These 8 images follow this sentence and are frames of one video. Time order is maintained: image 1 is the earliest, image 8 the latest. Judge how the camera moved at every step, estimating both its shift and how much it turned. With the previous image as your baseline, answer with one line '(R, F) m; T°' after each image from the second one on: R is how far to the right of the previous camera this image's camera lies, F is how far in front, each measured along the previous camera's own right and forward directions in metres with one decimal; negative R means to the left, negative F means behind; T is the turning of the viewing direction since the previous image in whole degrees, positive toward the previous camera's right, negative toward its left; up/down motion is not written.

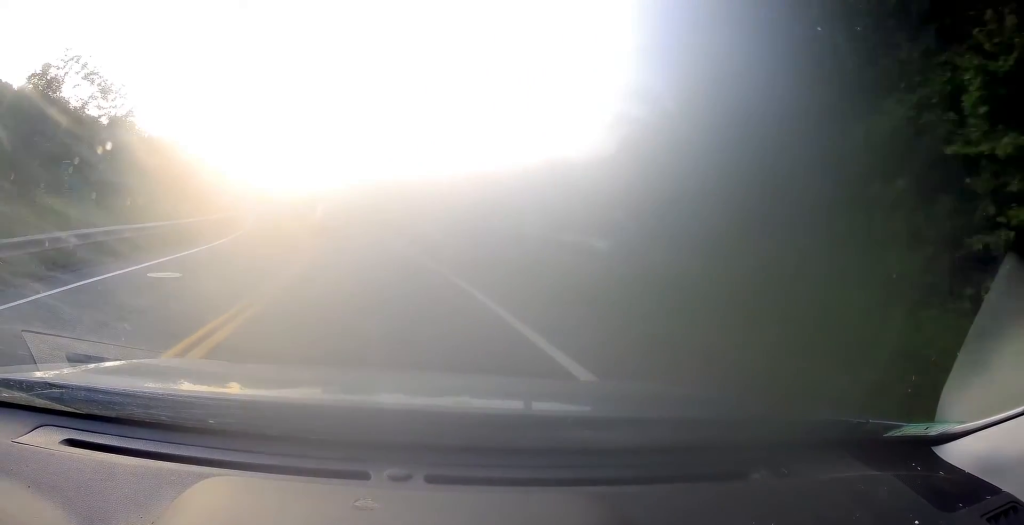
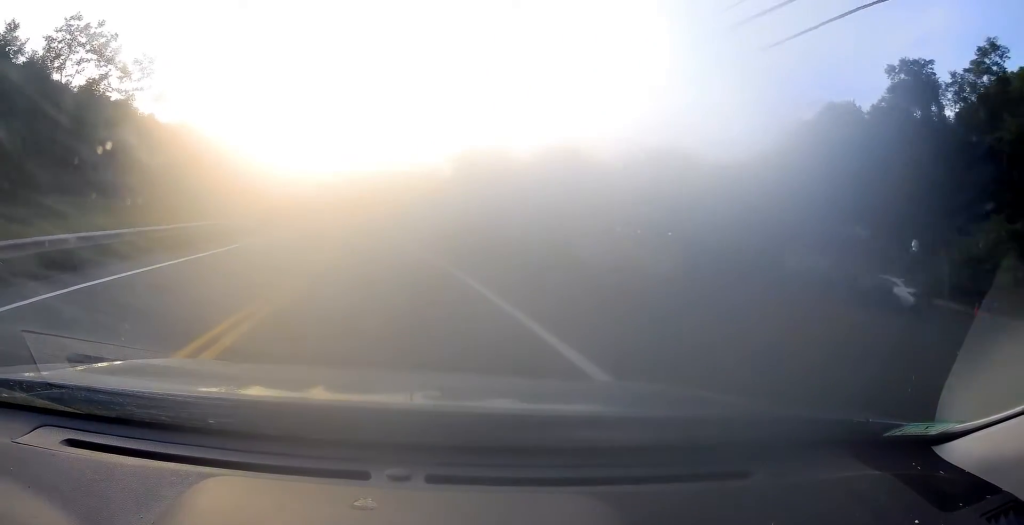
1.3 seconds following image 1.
(-1.6, +23.5) m; -8°
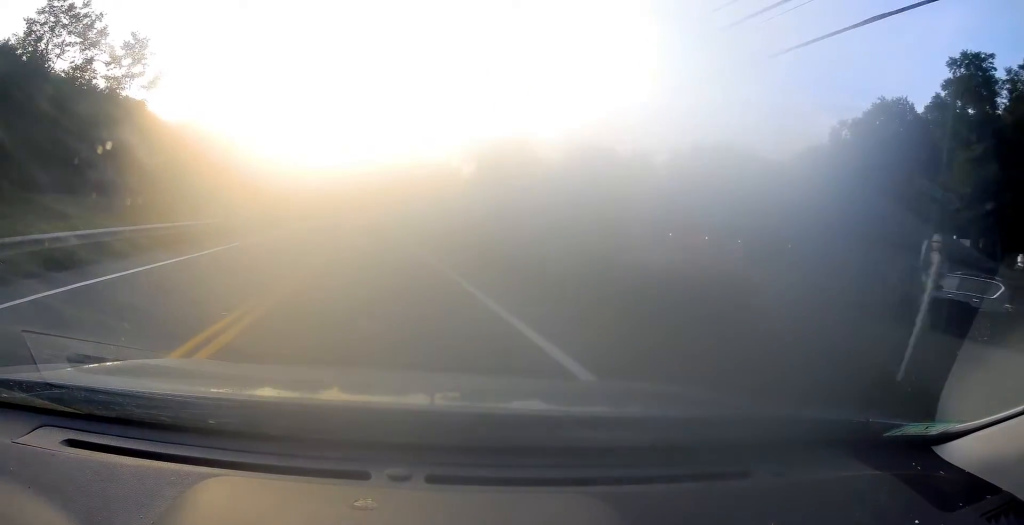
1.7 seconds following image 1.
(0.0, +8.7) m; -3°
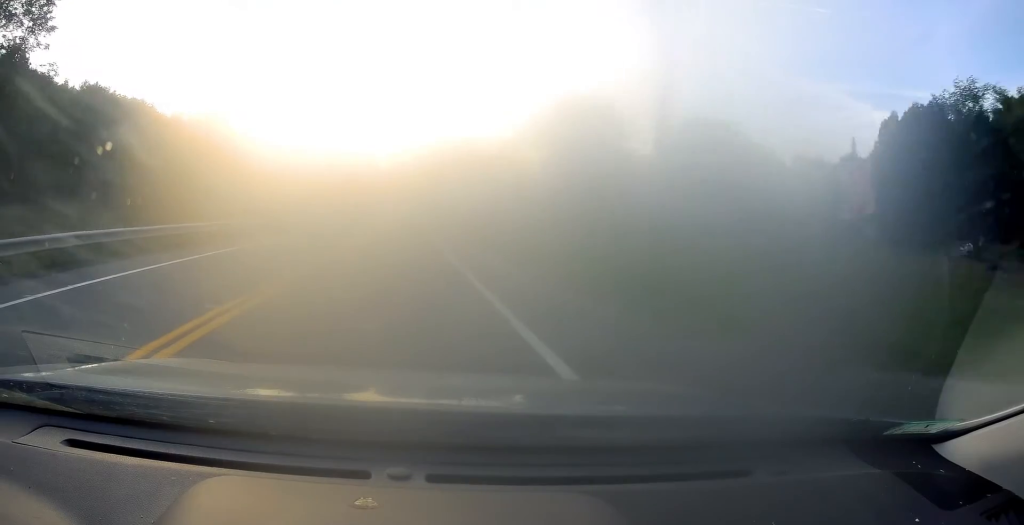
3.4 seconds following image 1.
(-1.8, +31.9) m; -4°
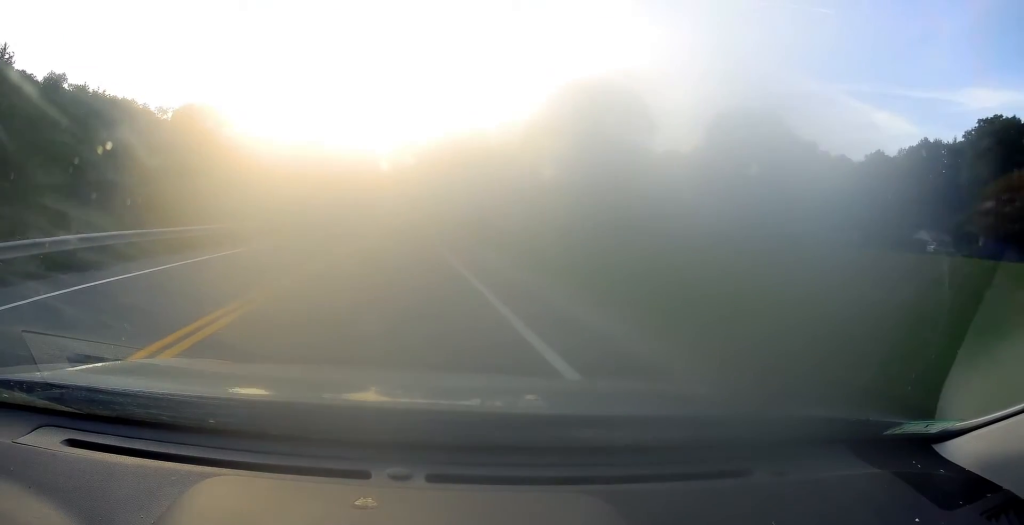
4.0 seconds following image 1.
(0.0, +10.7) m; 0°
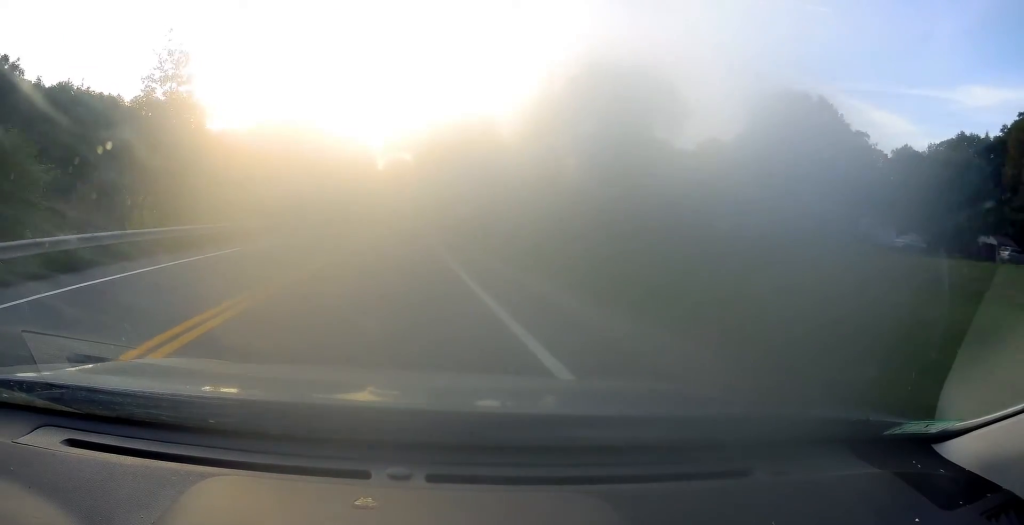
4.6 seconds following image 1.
(0.0, +11.3) m; 0°
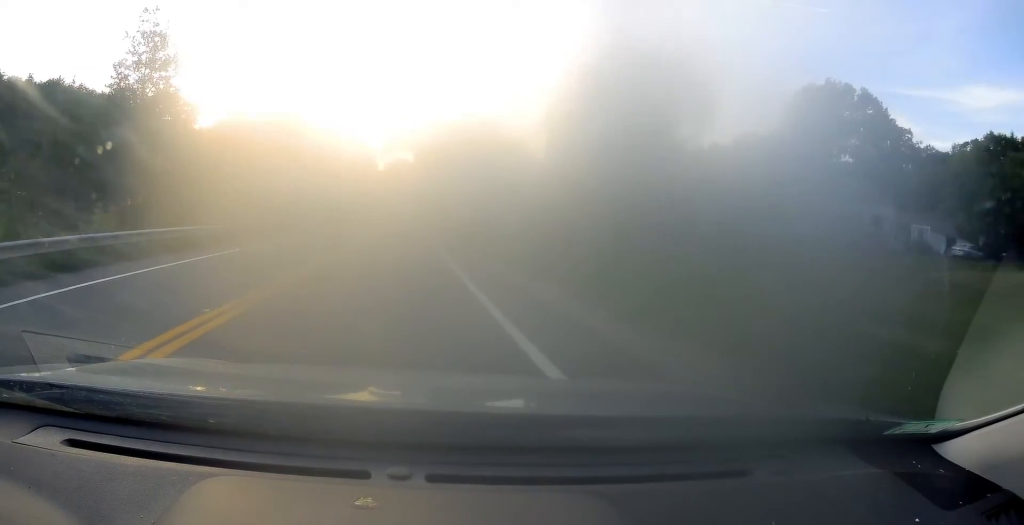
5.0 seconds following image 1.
(0.0, +7.5) m; 0°
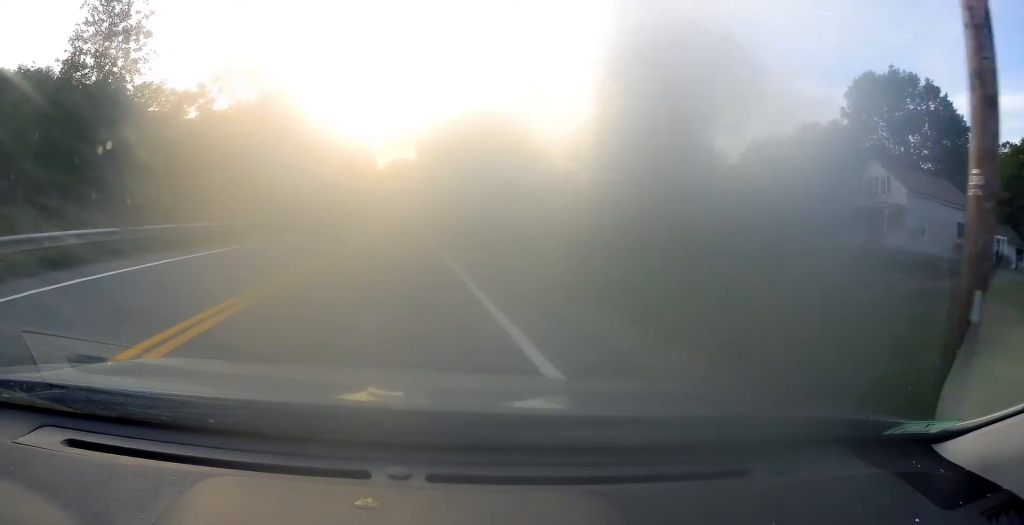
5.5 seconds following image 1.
(0.0, +9.4) m; 0°
